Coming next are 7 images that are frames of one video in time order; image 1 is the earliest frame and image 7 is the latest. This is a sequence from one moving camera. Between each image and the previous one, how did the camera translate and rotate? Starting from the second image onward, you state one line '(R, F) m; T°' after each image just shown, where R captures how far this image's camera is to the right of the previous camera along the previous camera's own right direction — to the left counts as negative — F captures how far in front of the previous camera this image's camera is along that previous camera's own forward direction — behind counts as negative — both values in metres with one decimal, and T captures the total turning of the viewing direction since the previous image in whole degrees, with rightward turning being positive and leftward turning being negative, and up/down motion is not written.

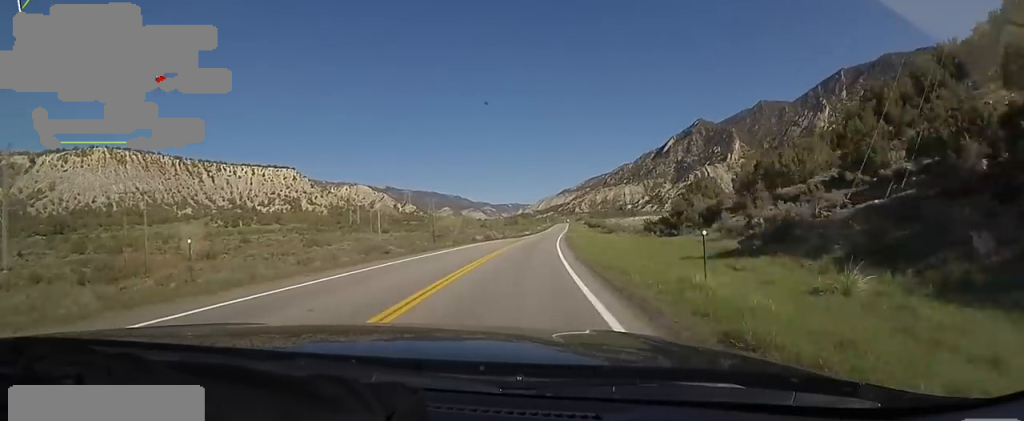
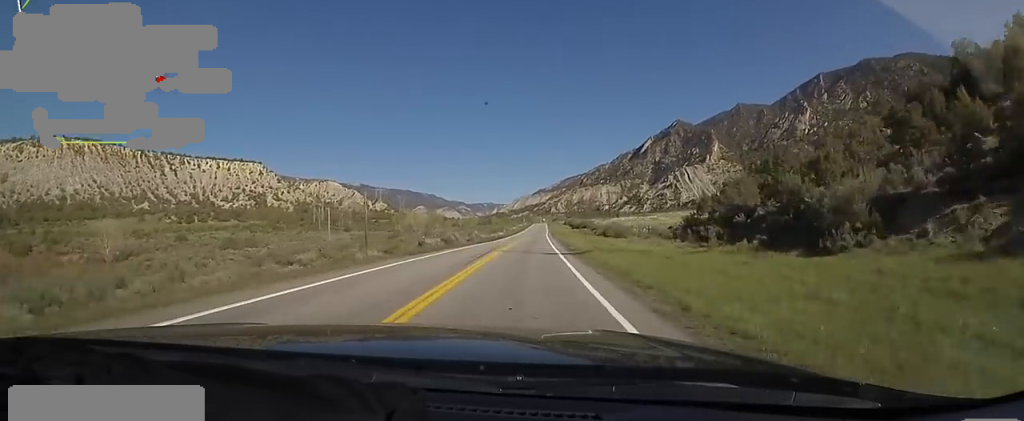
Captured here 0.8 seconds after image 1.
(+0.2, +25.3) m; +1°
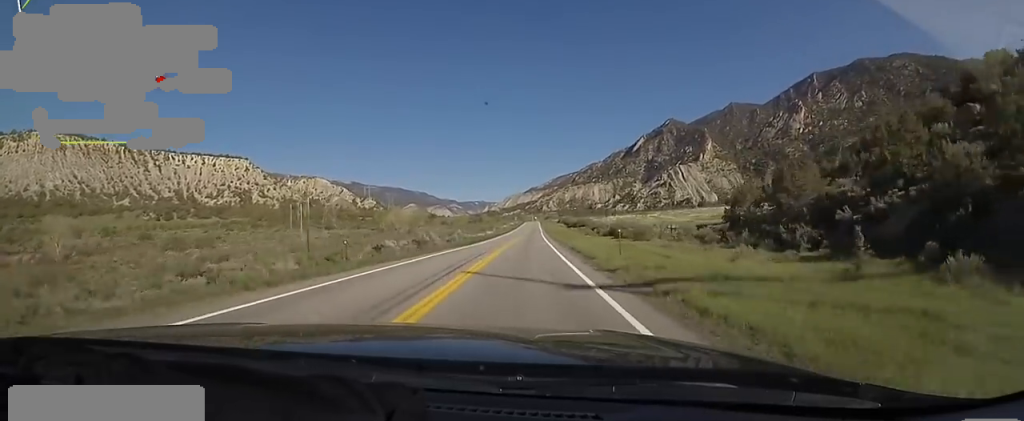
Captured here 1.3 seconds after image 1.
(-0.3, +14.1) m; +1°
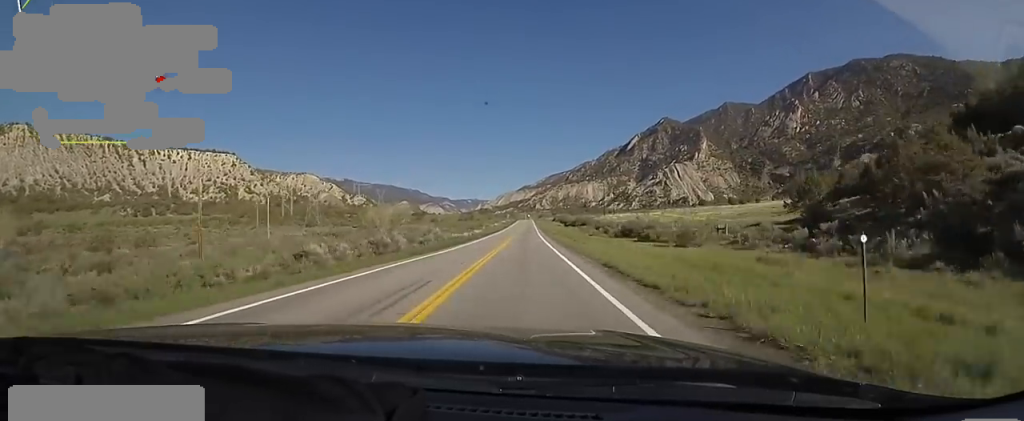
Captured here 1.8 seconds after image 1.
(+0.4, +15.2) m; +2°
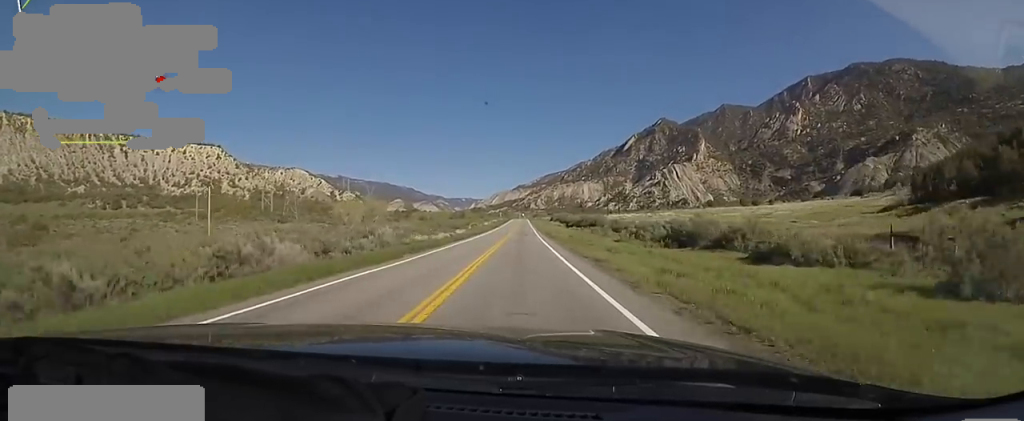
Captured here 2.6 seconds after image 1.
(+0.6, +23.4) m; +3°
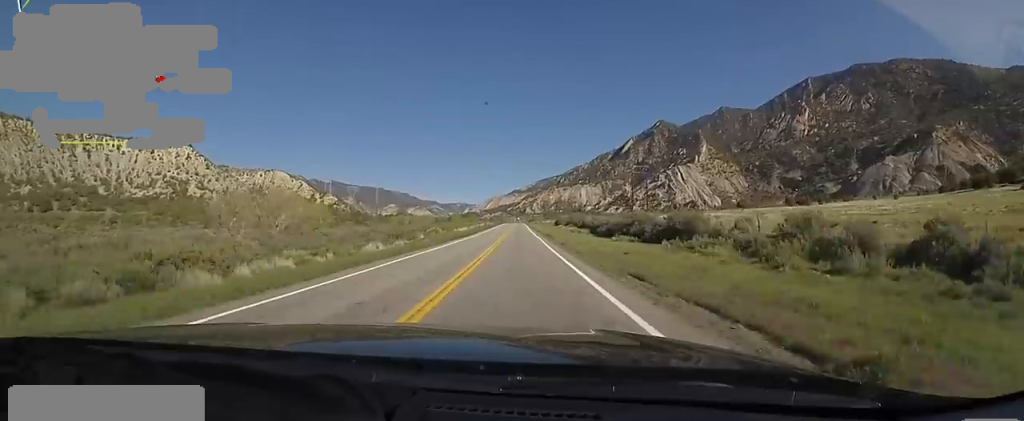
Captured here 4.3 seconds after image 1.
(+1.2, +52.9) m; 0°
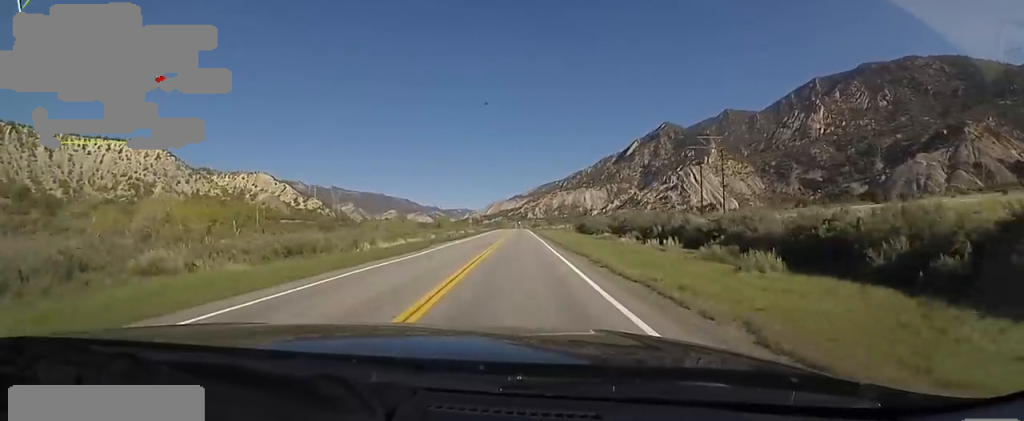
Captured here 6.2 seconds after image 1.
(-1.6, +57.8) m; +1°
